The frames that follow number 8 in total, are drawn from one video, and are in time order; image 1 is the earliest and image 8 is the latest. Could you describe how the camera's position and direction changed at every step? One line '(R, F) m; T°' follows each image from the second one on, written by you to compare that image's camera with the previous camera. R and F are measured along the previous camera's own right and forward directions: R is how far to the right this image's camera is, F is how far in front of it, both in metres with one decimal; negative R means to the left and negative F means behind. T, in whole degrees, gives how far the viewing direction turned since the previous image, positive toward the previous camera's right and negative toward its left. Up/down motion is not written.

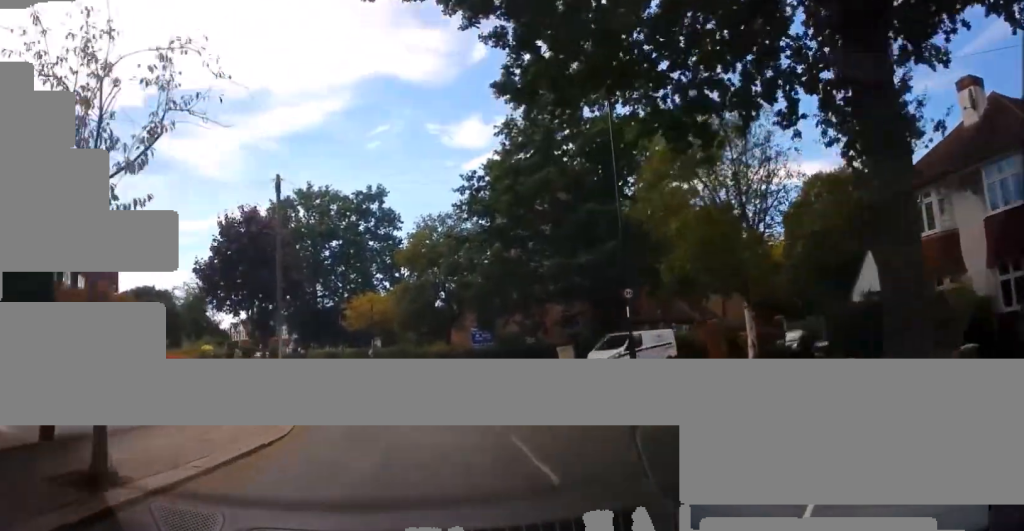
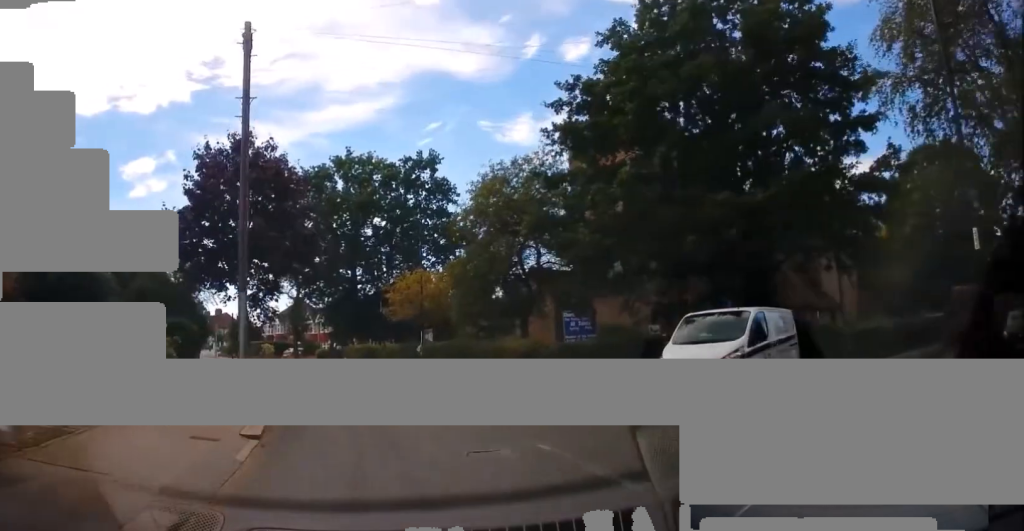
(-0.3, +11.7) m; -3°
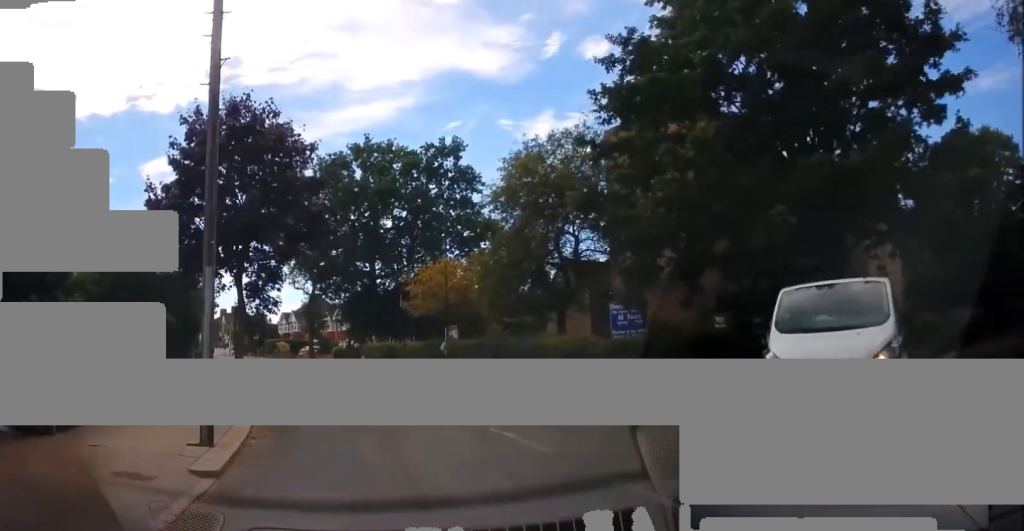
(-0.1, +3.5) m; -1°
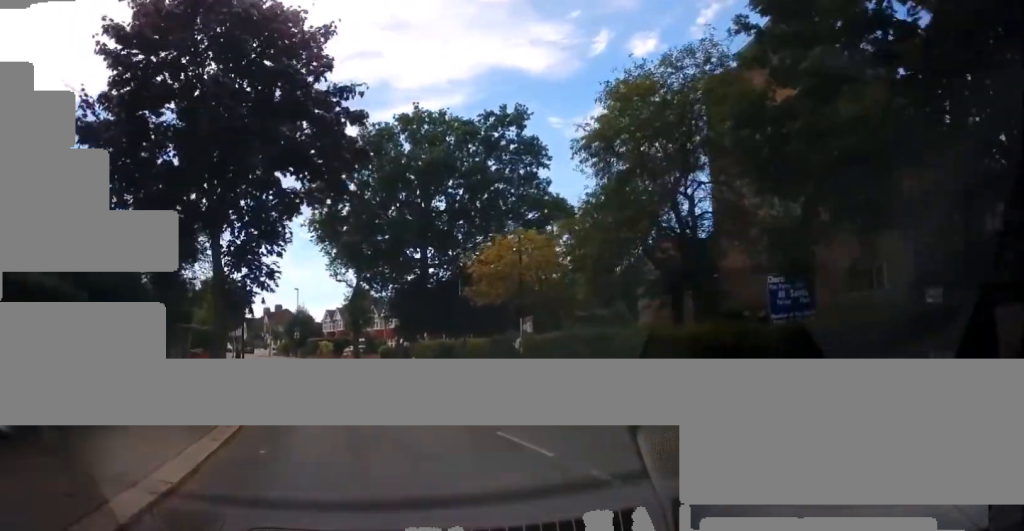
(-0.1, +7.5) m; -2°
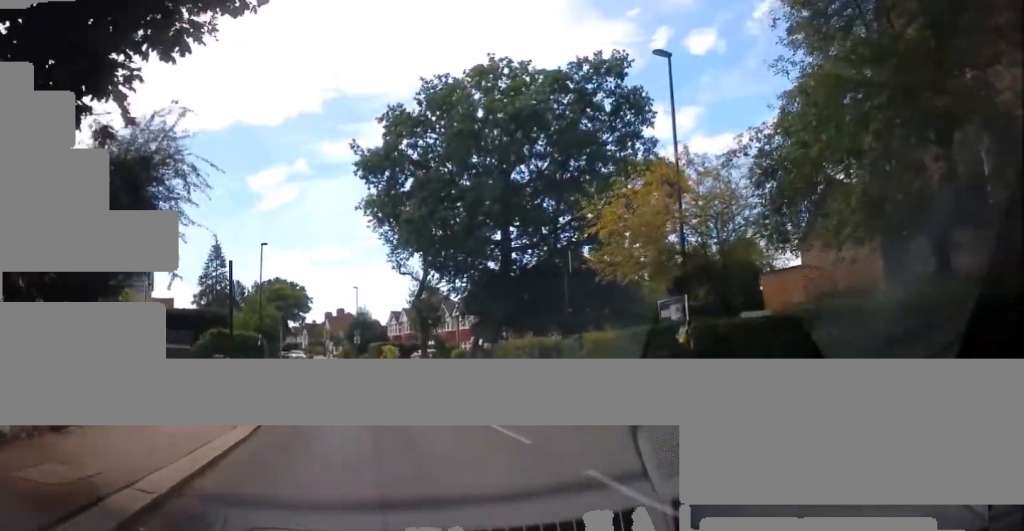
(-0.3, +9.4) m; -7°
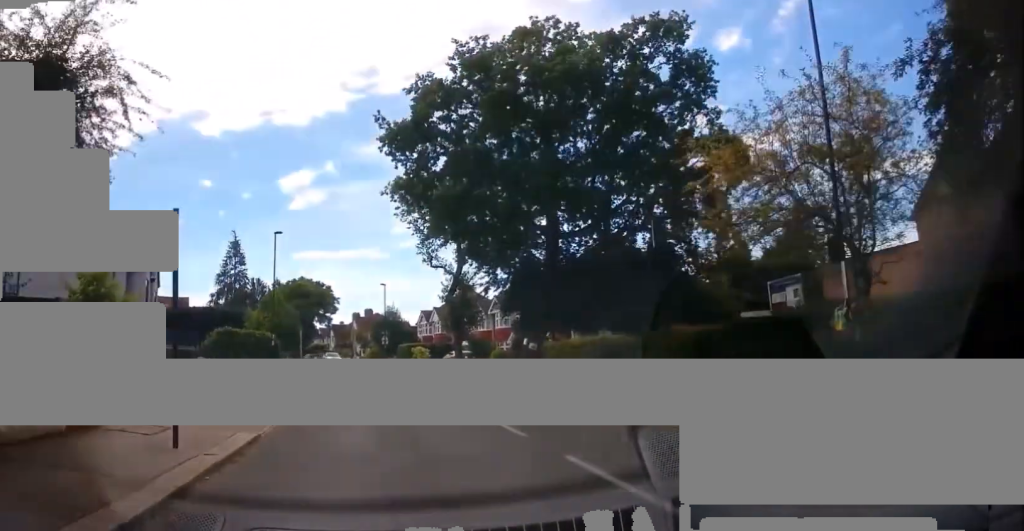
(-0.3, +4.8) m; -2°
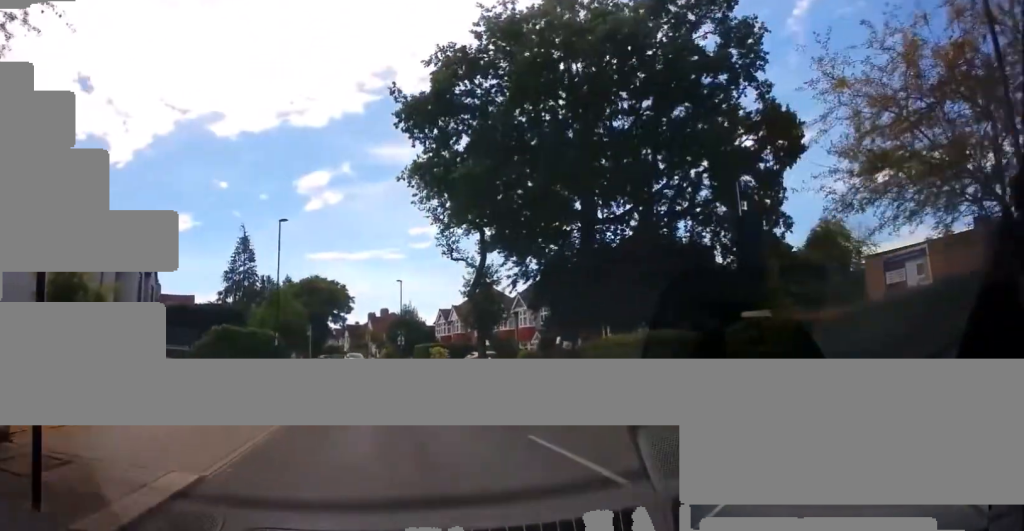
(-0.1, +3.6) m; -2°
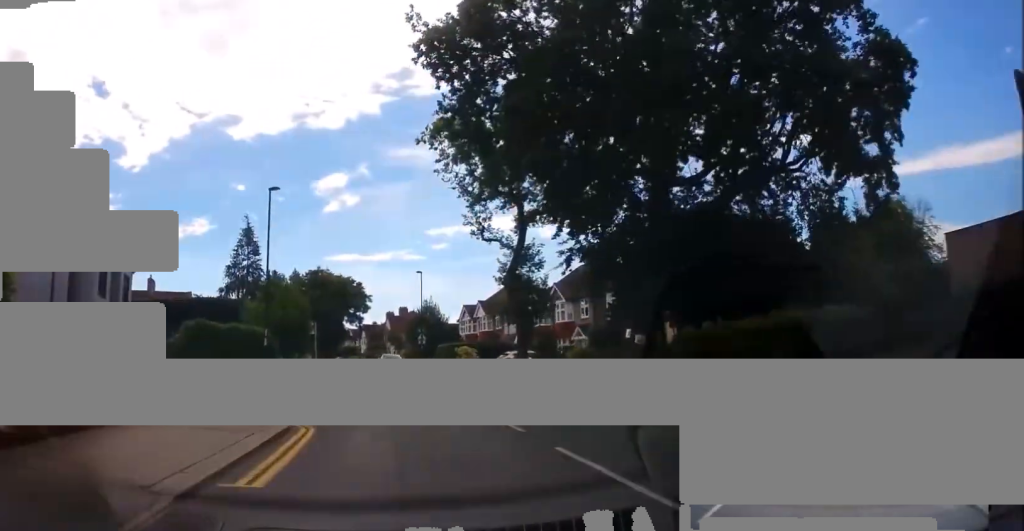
(0.0, +7.1) m; -2°
